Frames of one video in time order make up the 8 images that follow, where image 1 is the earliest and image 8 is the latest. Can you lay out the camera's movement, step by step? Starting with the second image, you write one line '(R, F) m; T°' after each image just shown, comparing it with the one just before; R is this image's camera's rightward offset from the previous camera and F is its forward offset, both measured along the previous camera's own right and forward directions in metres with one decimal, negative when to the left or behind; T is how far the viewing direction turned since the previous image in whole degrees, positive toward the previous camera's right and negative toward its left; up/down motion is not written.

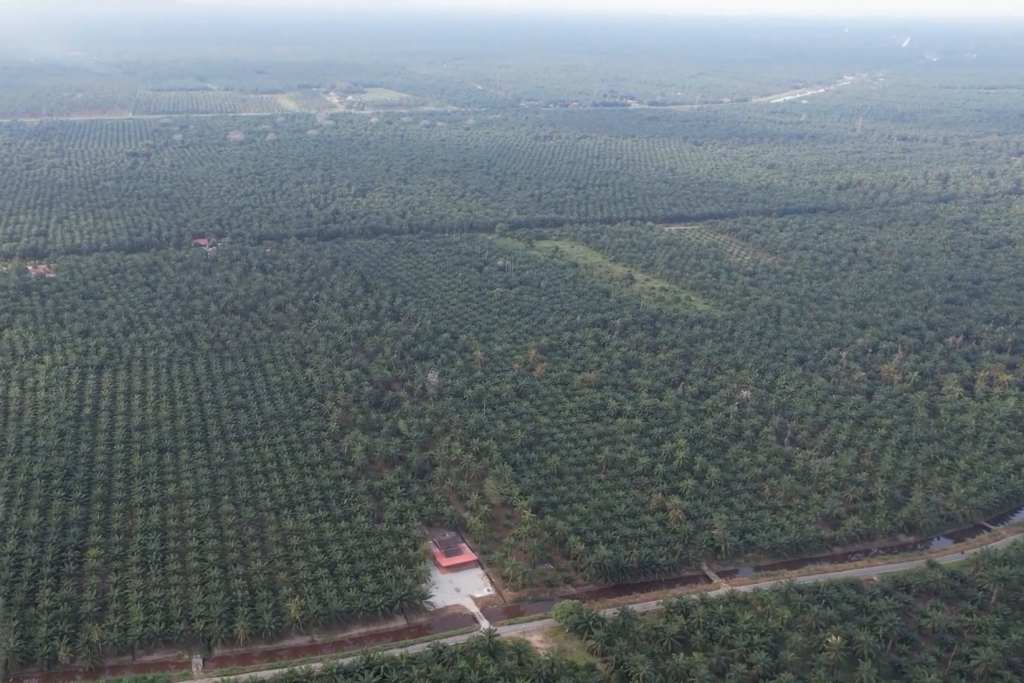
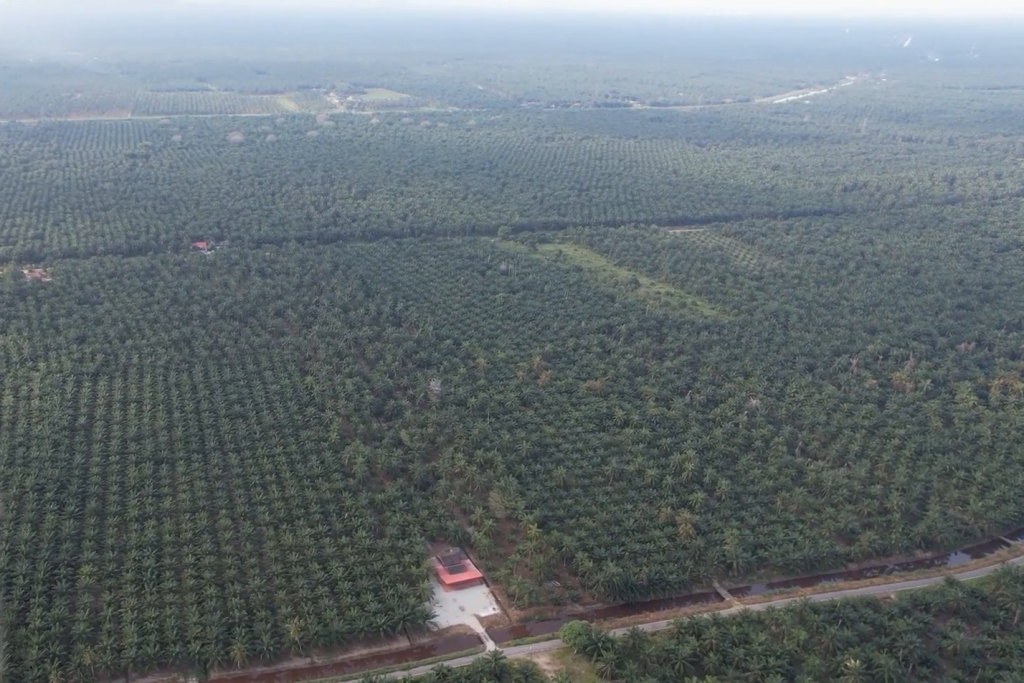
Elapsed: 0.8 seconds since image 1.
(0.0, +11.3) m; 0°
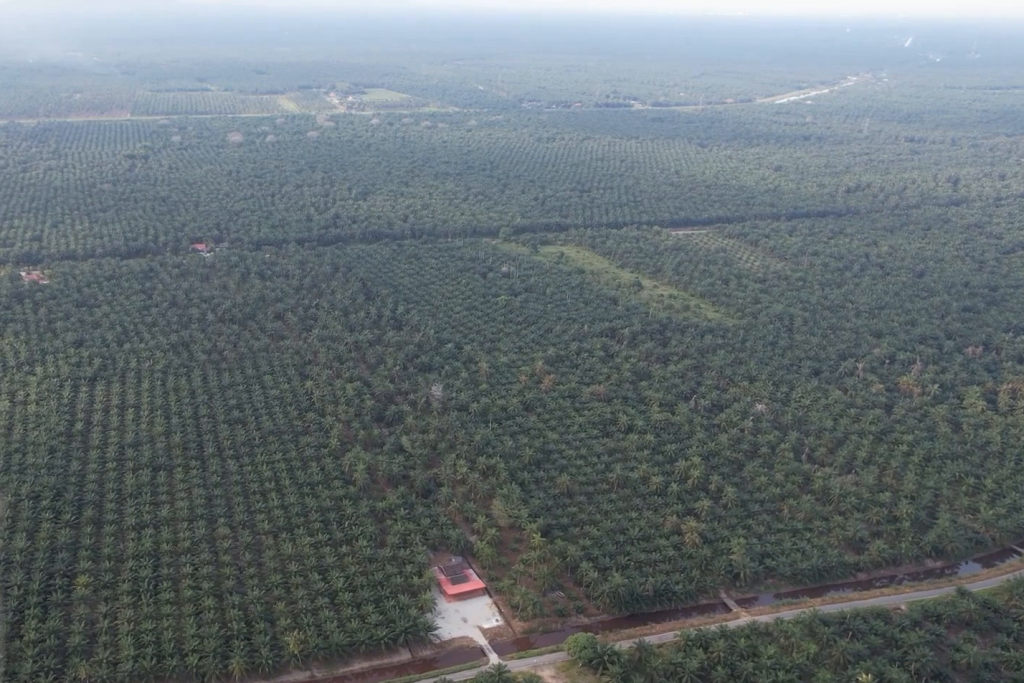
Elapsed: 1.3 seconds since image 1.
(0.0, +6.6) m; 0°
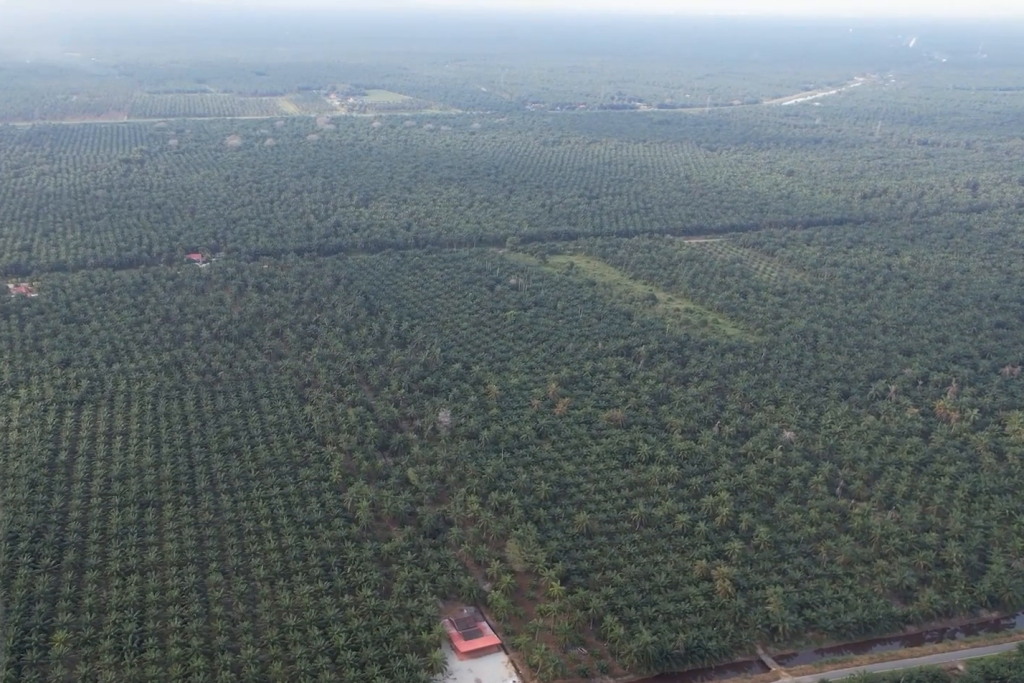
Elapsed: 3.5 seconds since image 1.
(0.0, +32.3) m; 0°
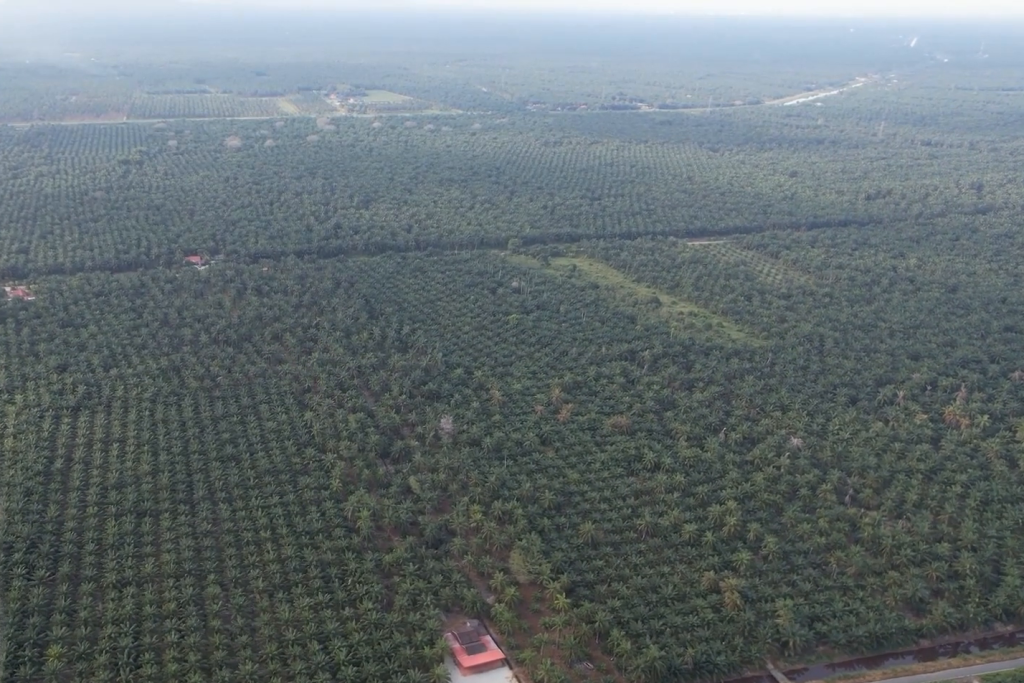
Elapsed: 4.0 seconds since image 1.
(0.0, +7.8) m; 0°
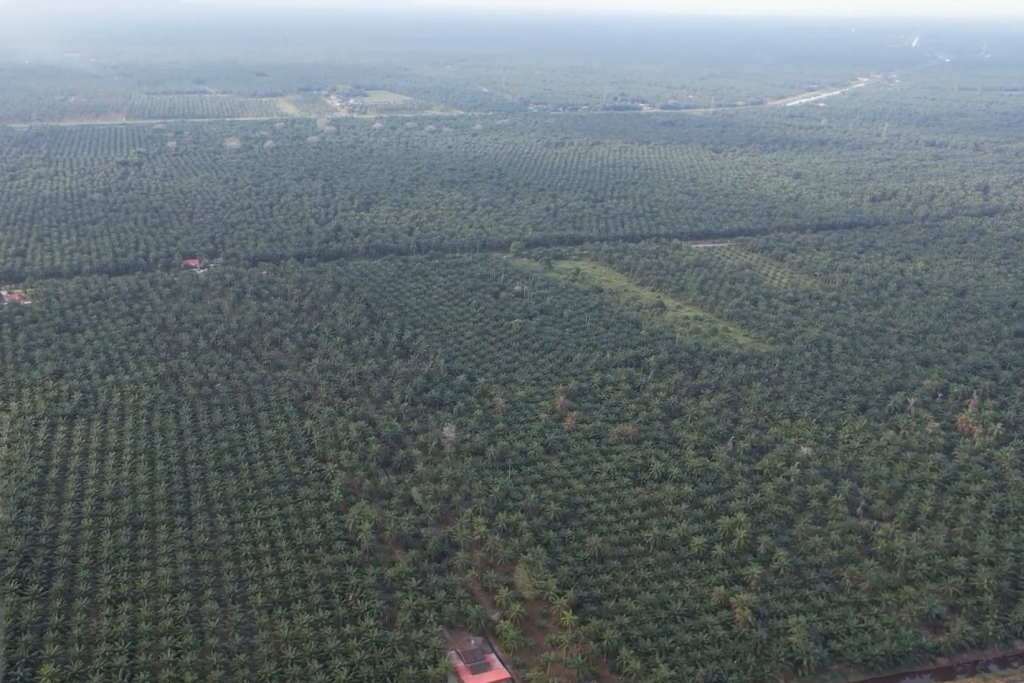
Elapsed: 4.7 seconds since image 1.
(0.0, +9.5) m; 0°
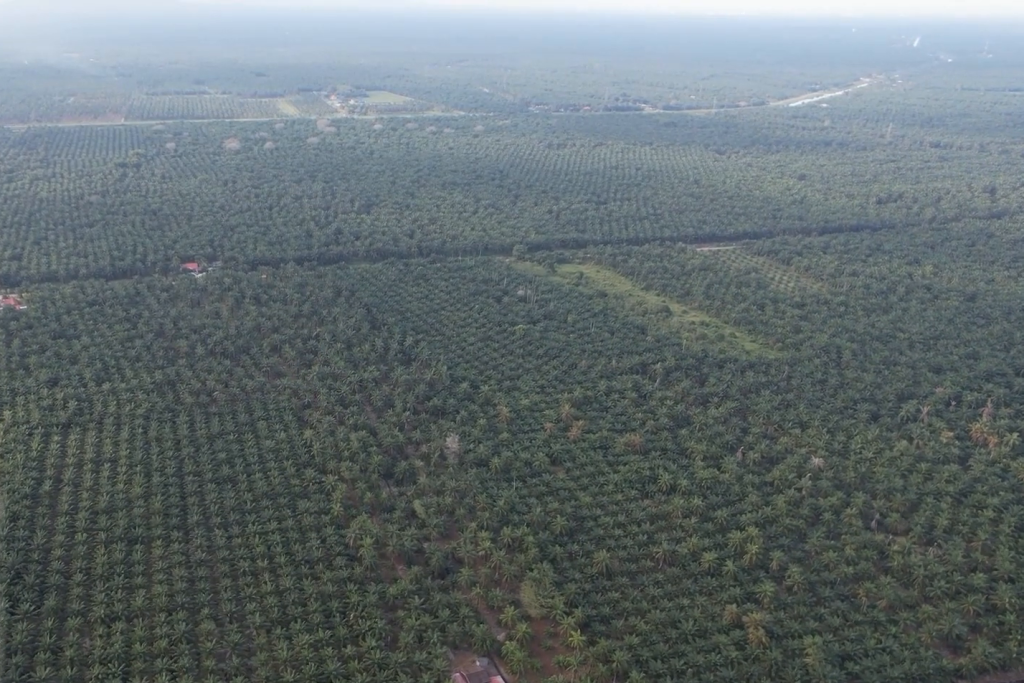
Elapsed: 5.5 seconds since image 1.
(0.0, +10.7) m; 0°
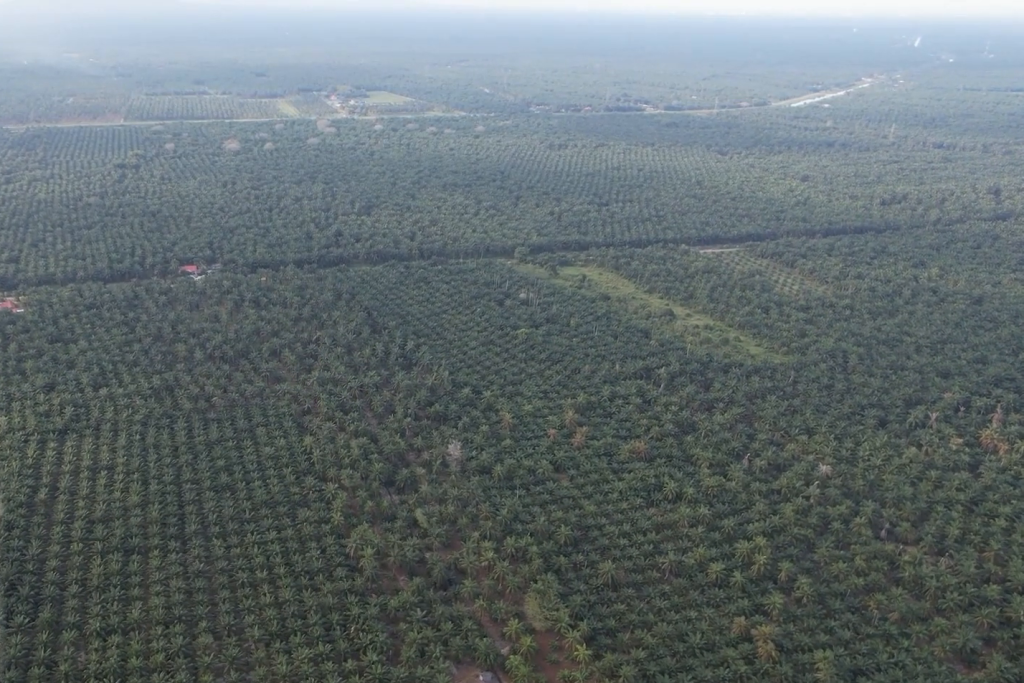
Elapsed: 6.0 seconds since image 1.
(0.0, +7.2) m; 0°
